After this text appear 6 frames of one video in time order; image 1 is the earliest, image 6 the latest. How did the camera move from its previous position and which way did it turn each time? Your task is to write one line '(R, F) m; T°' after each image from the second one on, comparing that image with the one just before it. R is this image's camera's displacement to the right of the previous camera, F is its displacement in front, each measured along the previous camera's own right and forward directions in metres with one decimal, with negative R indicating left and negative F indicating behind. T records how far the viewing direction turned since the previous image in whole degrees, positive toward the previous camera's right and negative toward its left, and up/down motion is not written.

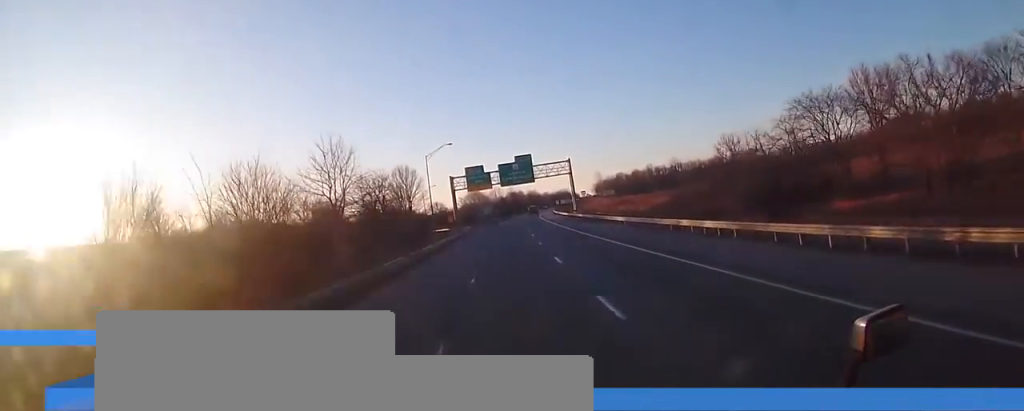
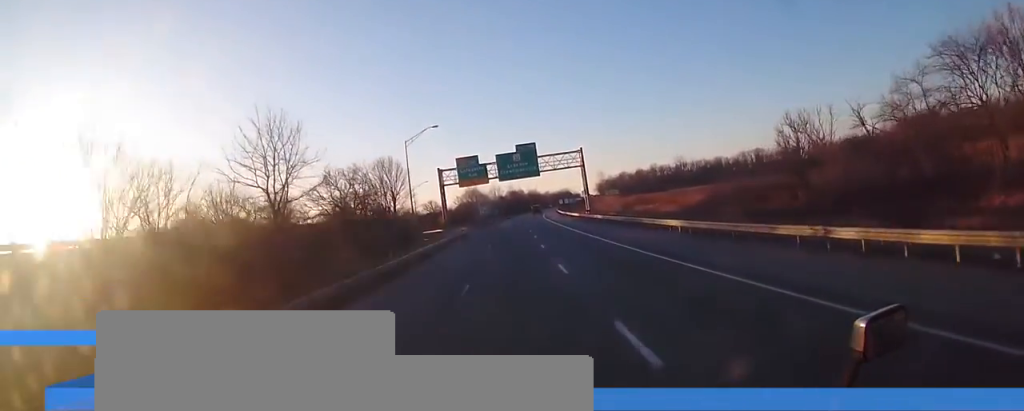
(+0.1, +14.9) m; 0°
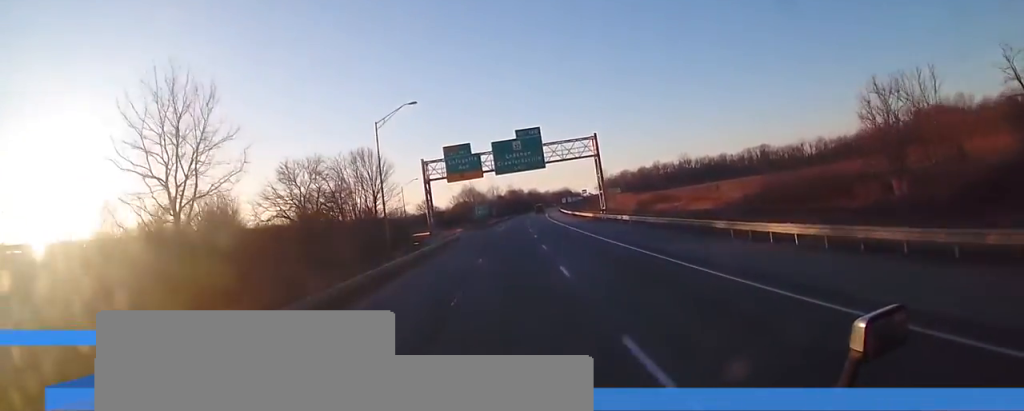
(0.0, +13.9) m; 0°
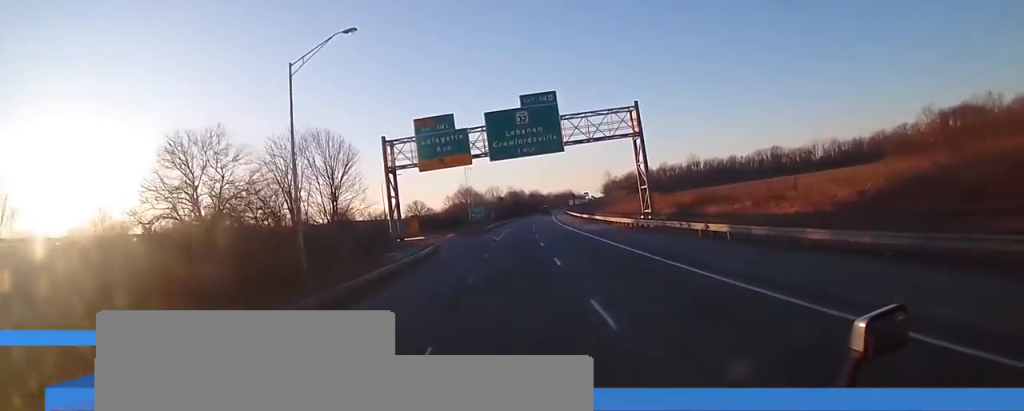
(+0.1, +20.1) m; 0°
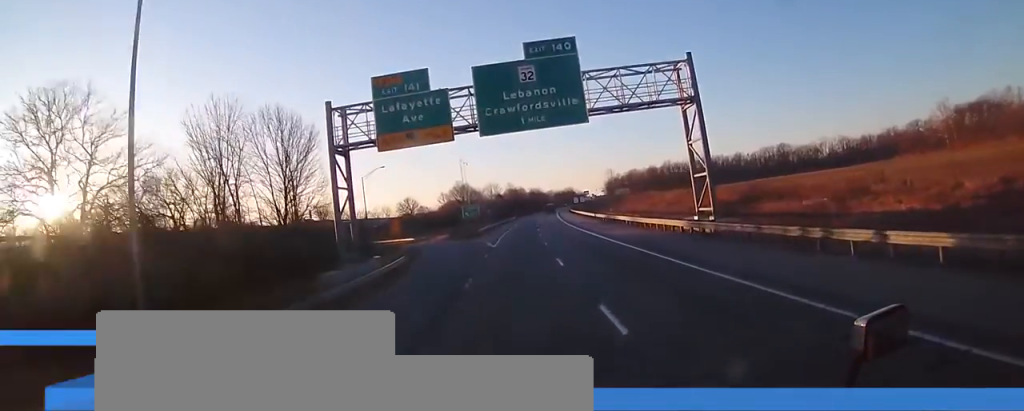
(0.0, +13.0) m; 0°
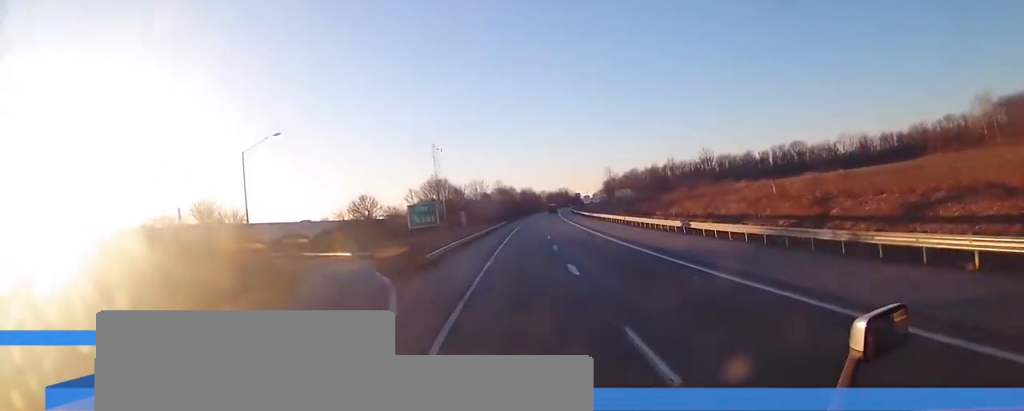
(0.0, +39.4) m; +1°
